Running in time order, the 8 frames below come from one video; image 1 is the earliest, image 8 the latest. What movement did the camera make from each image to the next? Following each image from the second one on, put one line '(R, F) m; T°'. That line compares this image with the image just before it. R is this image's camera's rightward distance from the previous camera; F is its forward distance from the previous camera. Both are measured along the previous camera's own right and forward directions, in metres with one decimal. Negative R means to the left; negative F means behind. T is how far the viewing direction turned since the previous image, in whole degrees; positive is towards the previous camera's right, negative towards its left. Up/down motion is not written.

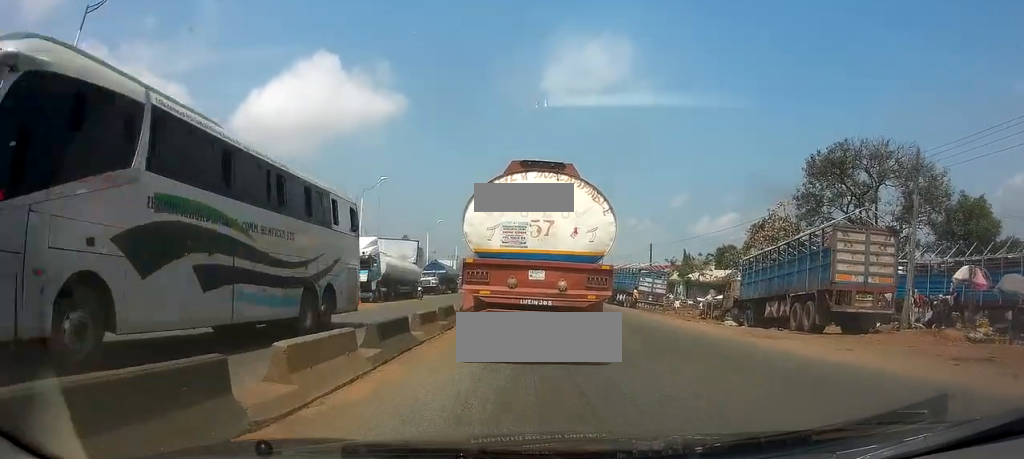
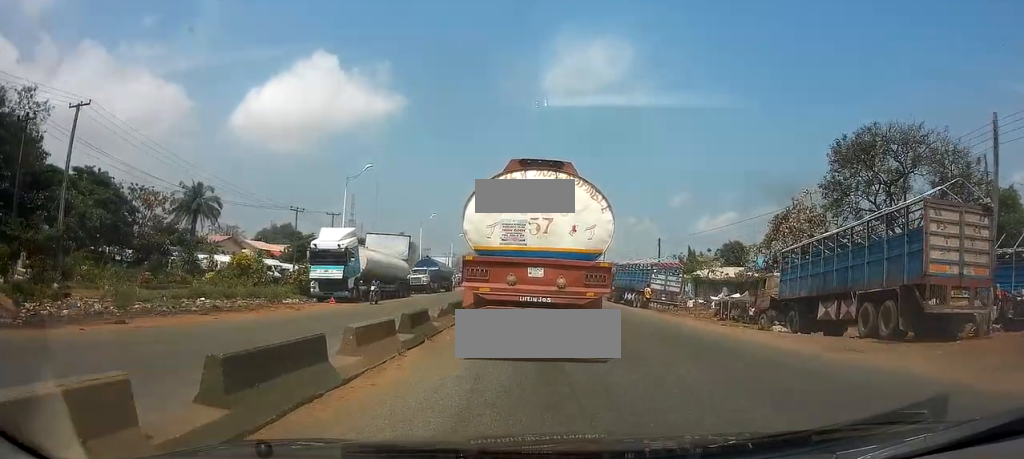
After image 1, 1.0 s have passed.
(-0.1, +4.7) m; 0°
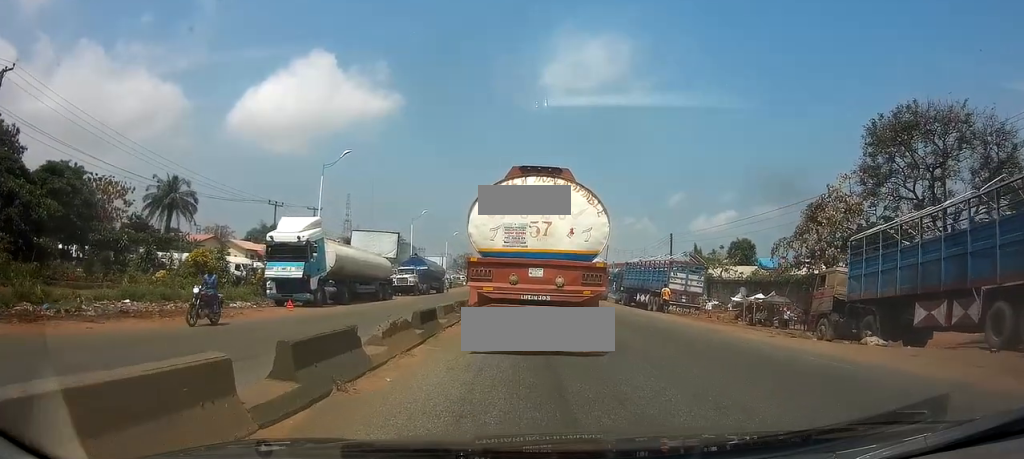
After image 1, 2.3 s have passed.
(+0.1, +5.7) m; +1°
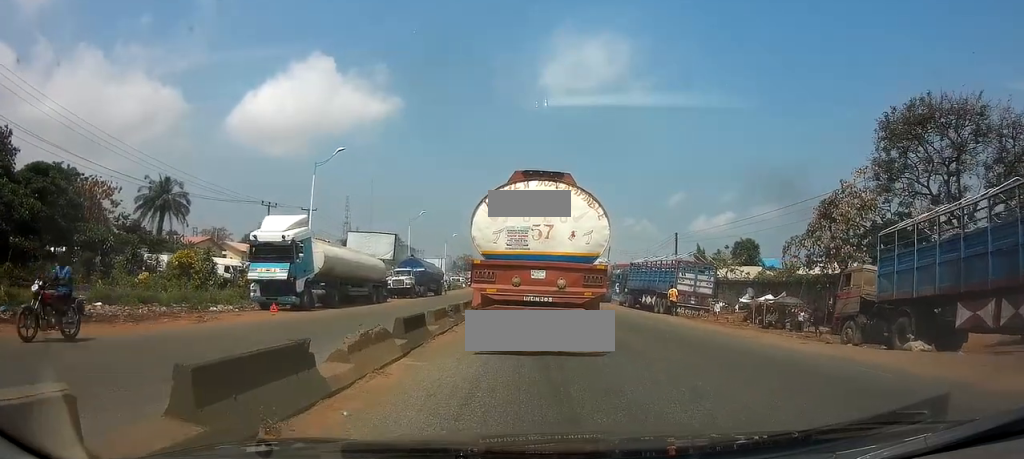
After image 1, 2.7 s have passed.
(0.0, +1.8) m; 0°
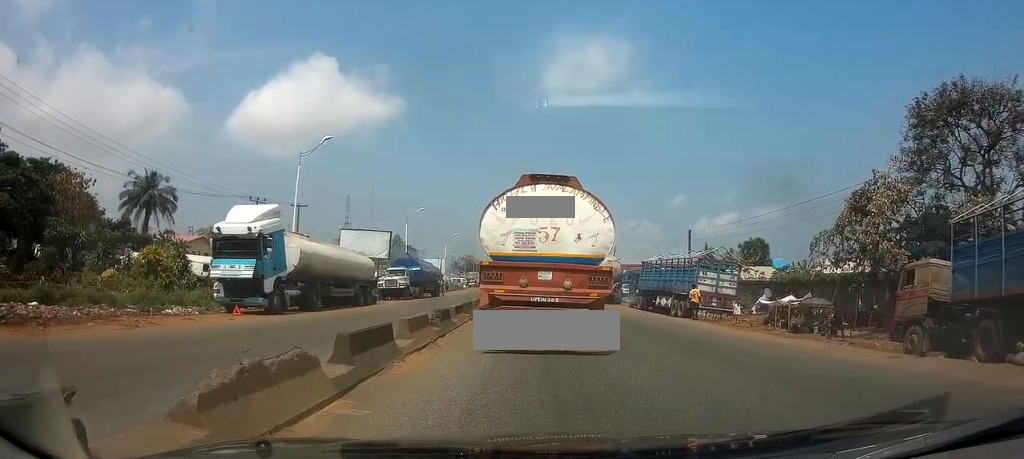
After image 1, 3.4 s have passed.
(0.0, +3.6) m; +1°
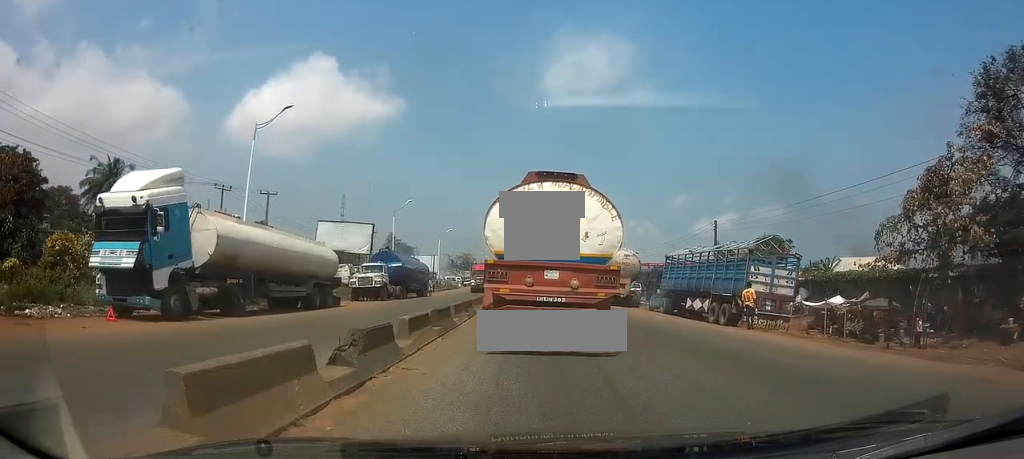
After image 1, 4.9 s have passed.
(0.0, +7.3) m; +1°
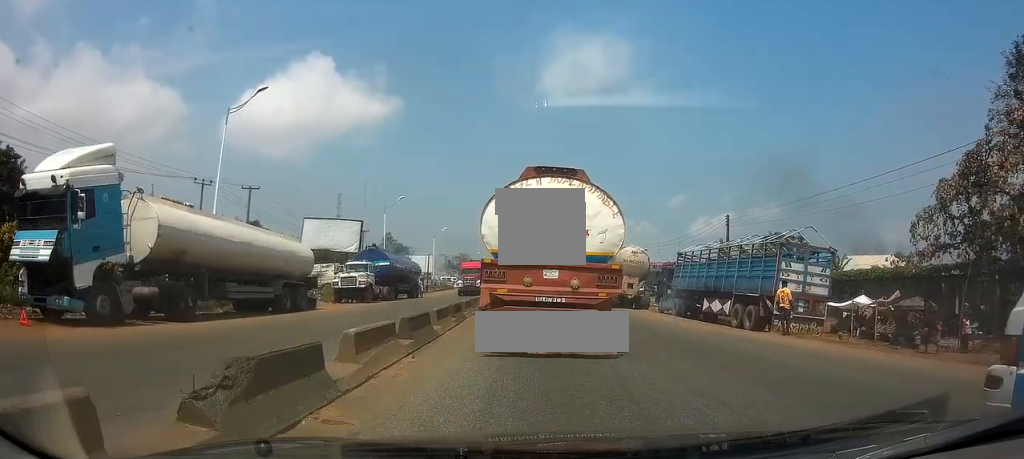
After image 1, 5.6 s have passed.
(0.0, +3.2) m; 0°
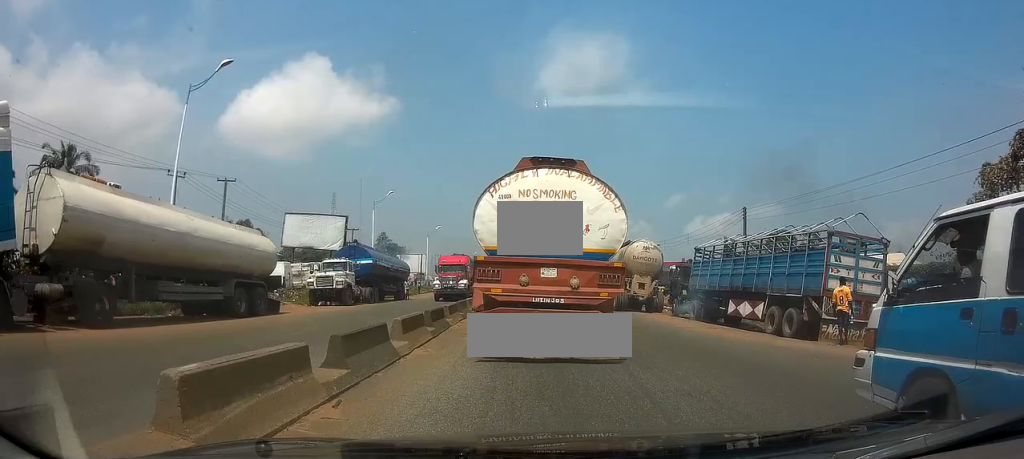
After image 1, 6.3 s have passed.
(0.0, +3.6) m; -1°
